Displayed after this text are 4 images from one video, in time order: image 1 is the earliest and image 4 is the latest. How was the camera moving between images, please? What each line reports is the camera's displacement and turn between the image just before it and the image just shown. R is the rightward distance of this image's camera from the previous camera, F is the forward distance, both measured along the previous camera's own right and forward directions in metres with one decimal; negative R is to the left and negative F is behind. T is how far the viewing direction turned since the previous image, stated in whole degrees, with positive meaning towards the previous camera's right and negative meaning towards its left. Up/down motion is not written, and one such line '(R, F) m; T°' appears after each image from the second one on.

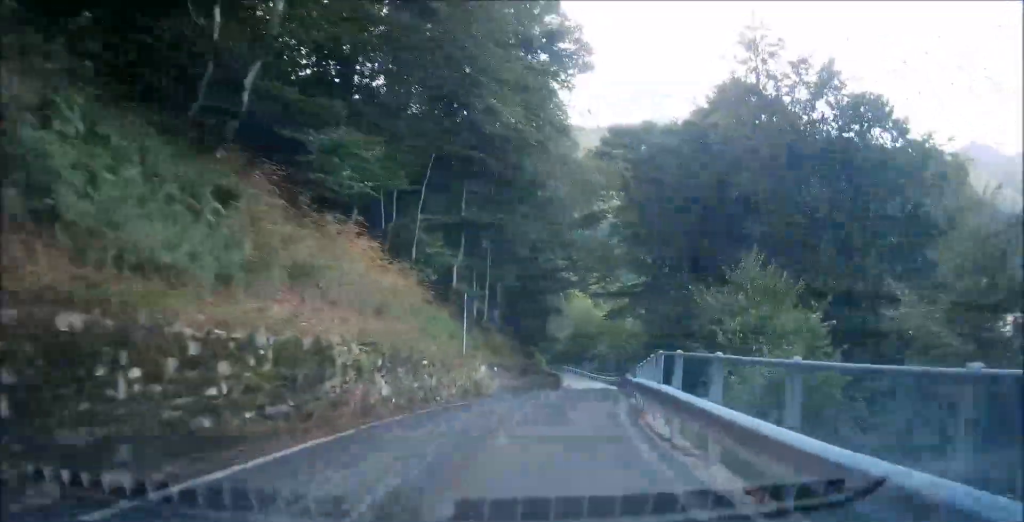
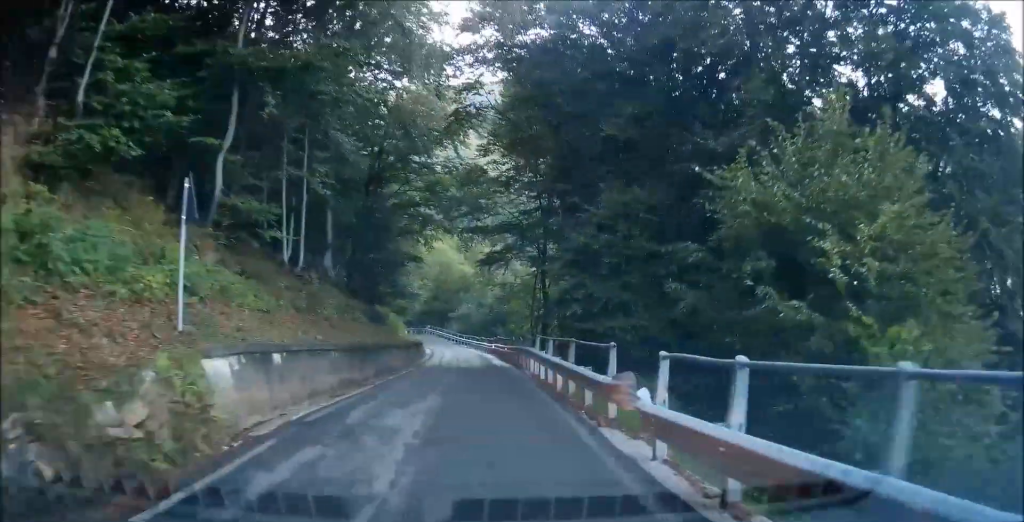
(+0.8, +15.1) m; -1°
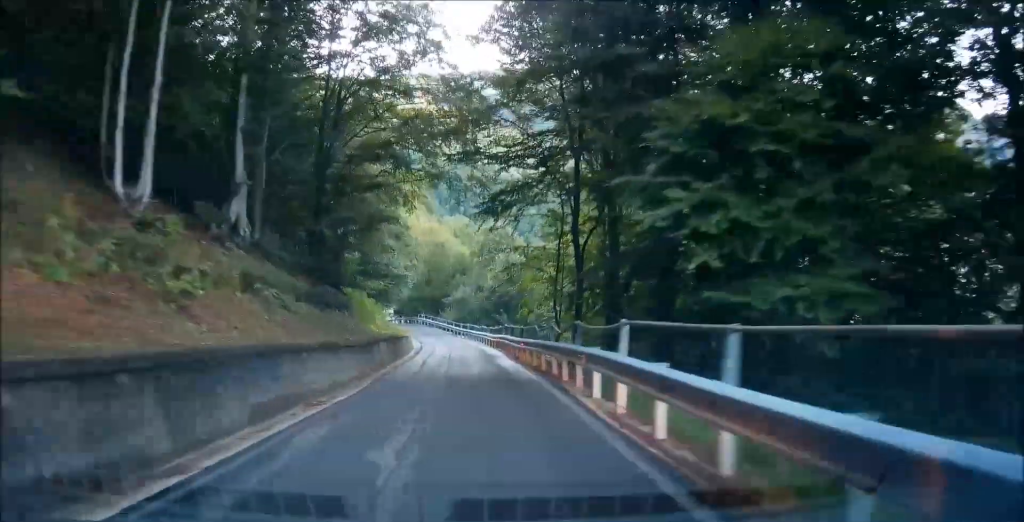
(-0.3, +11.3) m; +6°
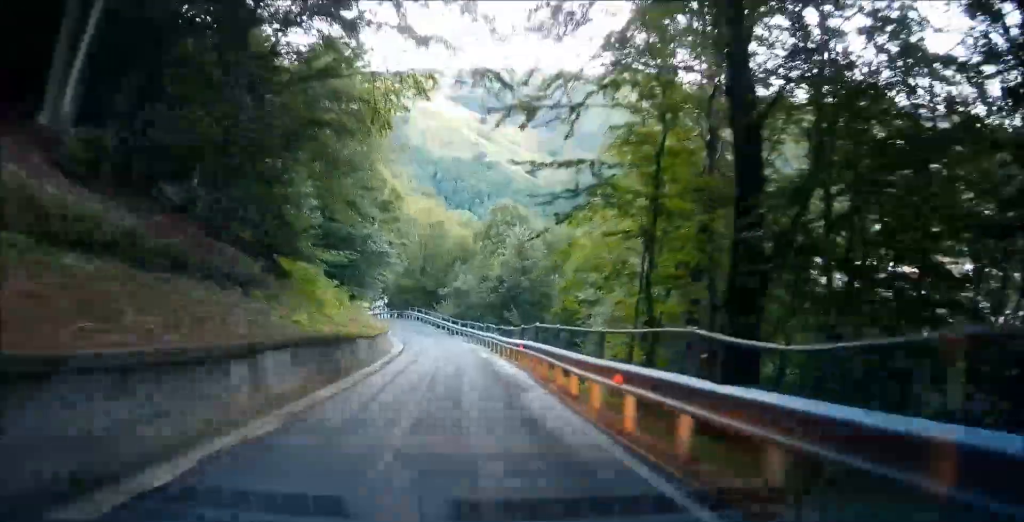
(+2.1, +12.2) m; +20°
